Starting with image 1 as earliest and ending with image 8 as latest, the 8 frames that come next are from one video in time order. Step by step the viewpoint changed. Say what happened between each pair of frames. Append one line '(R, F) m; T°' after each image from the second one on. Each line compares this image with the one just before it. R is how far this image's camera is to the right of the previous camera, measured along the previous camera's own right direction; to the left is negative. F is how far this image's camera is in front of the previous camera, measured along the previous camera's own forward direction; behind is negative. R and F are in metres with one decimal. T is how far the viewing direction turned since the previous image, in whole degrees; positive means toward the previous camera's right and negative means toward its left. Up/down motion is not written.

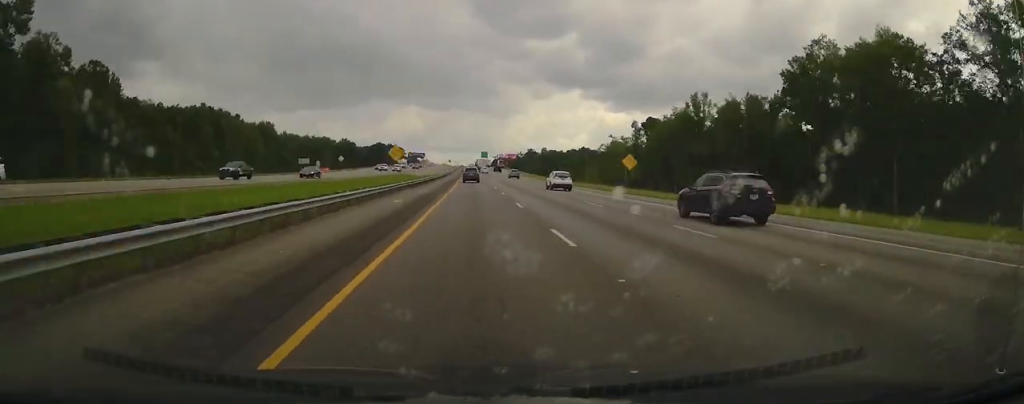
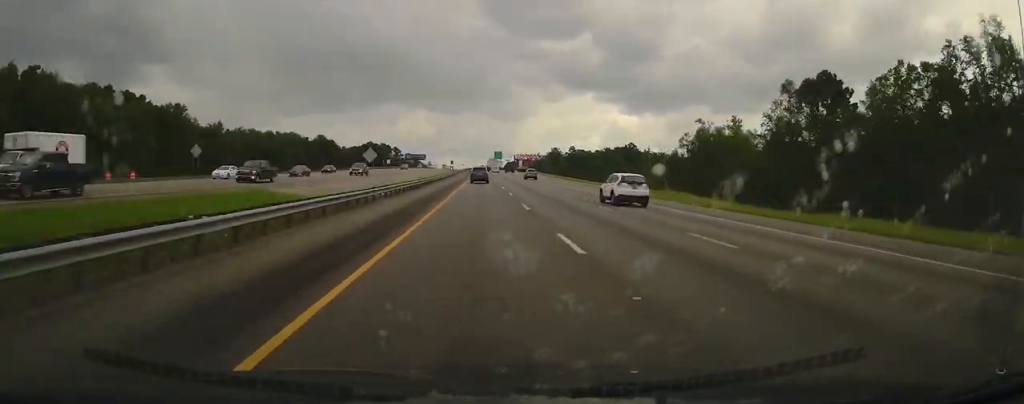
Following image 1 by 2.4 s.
(-0.7, +93.2) m; 0°
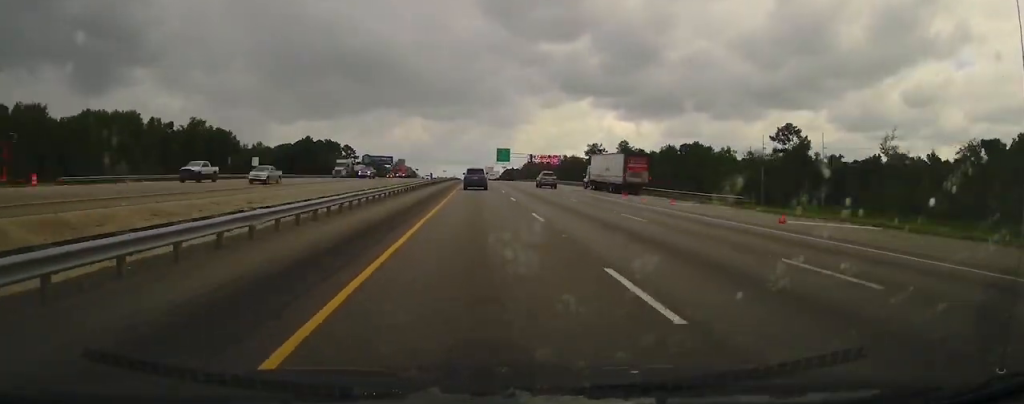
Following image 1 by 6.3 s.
(+0.3, +124.6) m; 0°
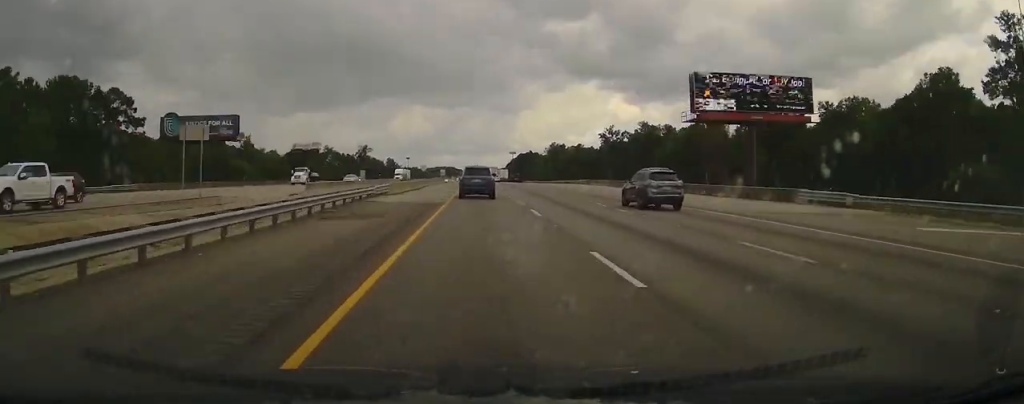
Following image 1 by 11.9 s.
(-1.5, +185.4) m; -1°
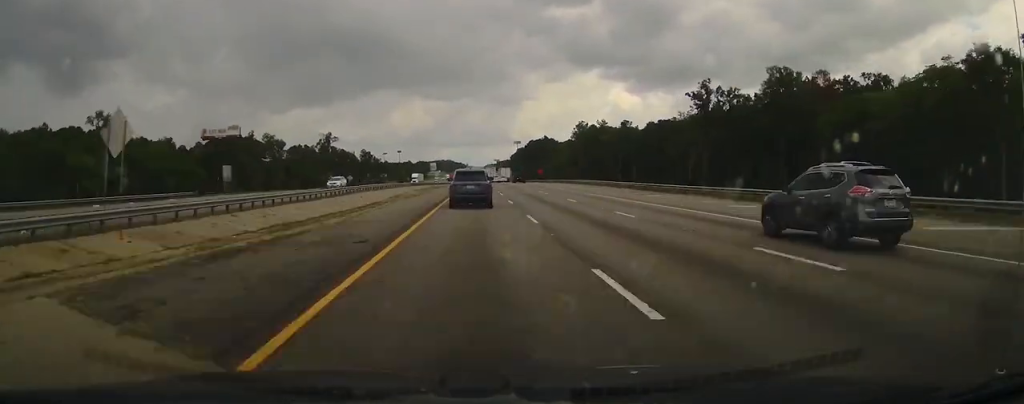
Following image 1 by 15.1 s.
(-0.1, +104.2) m; 0°
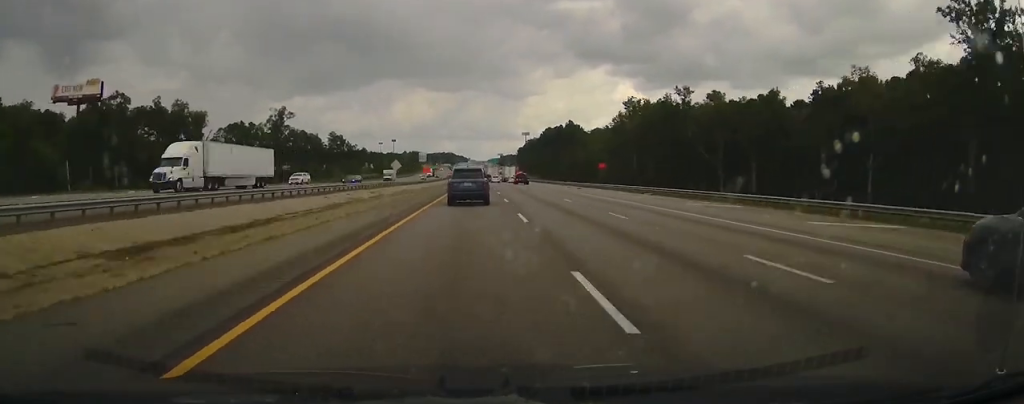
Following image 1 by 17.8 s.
(+0.3, +85.7) m; 0°
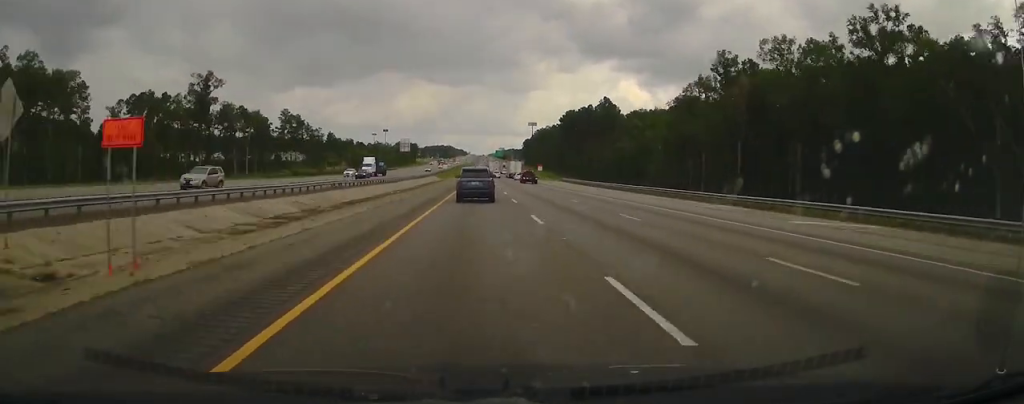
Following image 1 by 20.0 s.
(0.0, +76.4) m; 0°
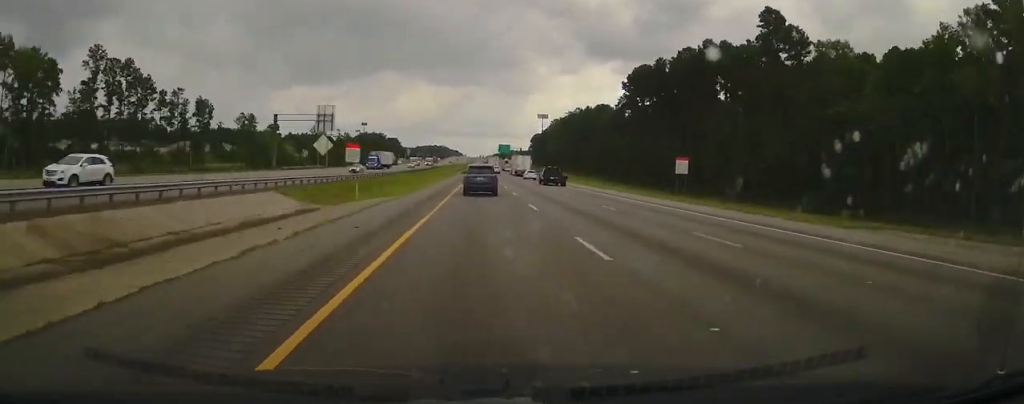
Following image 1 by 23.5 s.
(+0.1, +120.1) m; 0°
